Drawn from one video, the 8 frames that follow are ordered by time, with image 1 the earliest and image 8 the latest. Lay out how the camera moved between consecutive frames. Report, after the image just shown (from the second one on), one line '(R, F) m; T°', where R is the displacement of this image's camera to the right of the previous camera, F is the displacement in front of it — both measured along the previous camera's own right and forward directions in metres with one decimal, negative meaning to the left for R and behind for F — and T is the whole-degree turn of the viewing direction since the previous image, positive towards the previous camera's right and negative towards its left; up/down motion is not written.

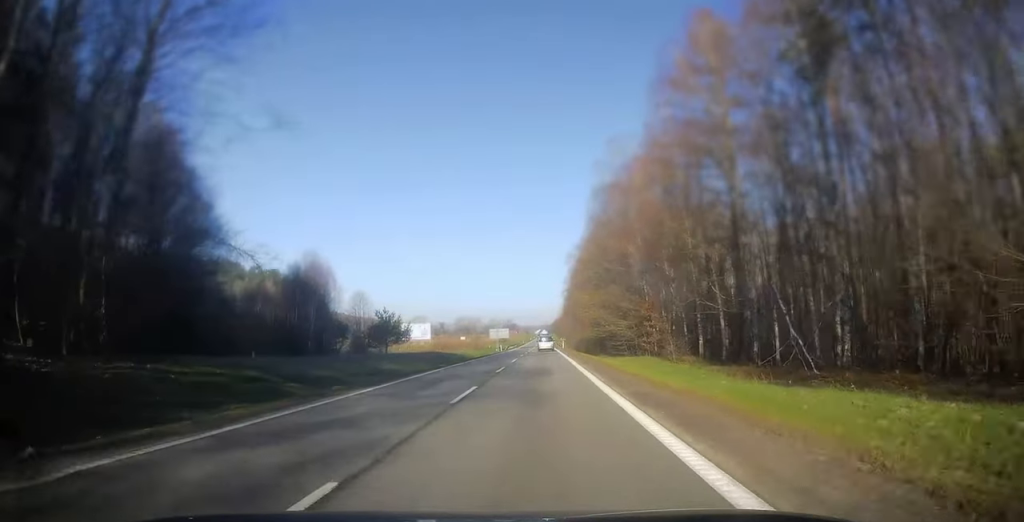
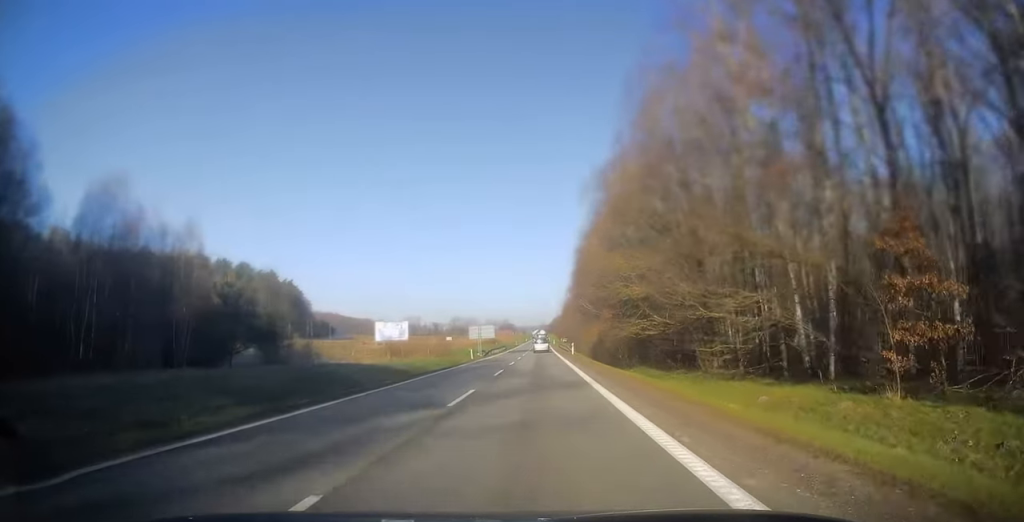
(-0.1, +36.6) m; 0°
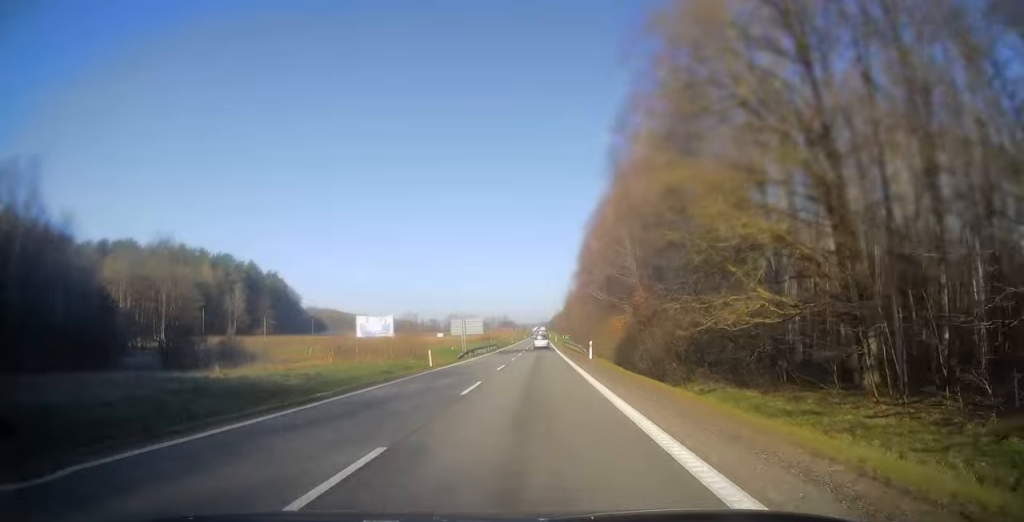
(+0.3, +21.3) m; +1°
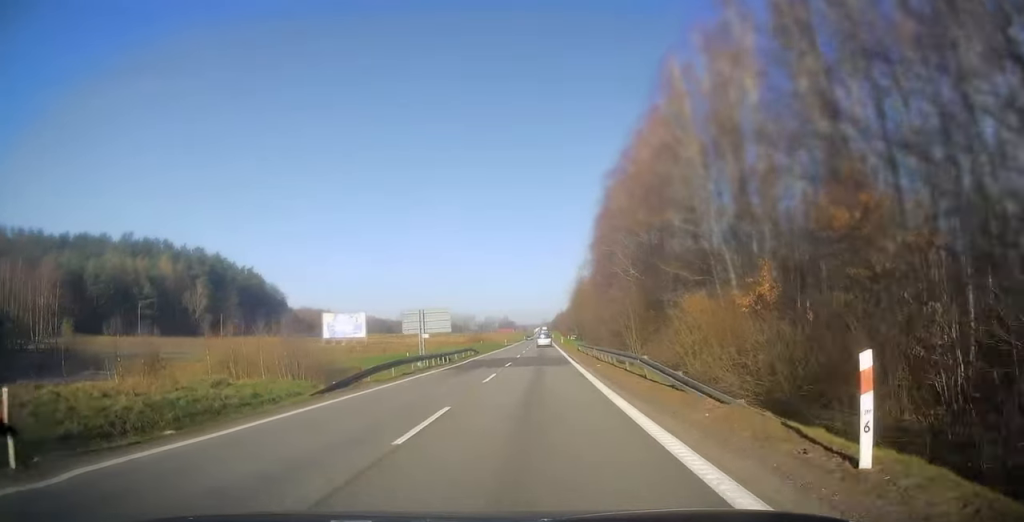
(-0.2, +30.8) m; -1°
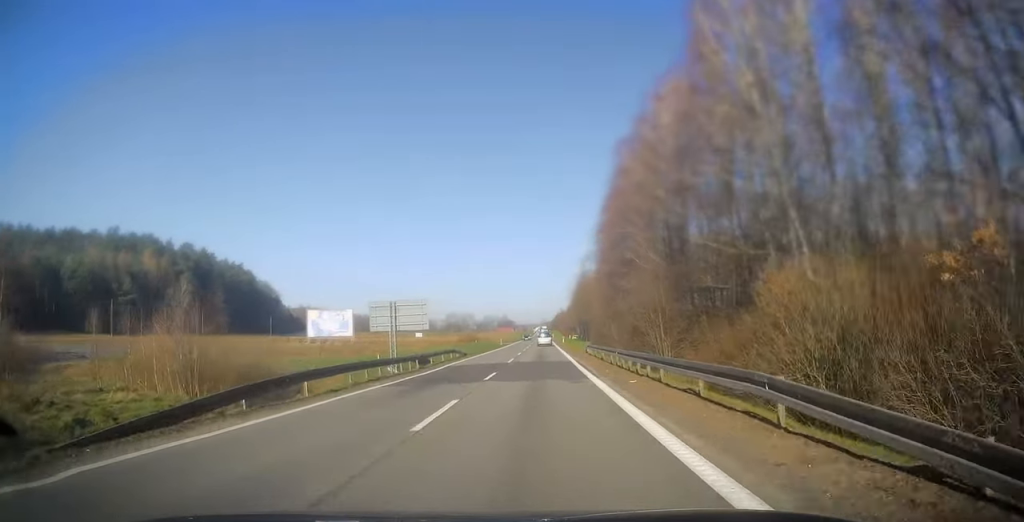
(-0.2, +10.5) m; 0°
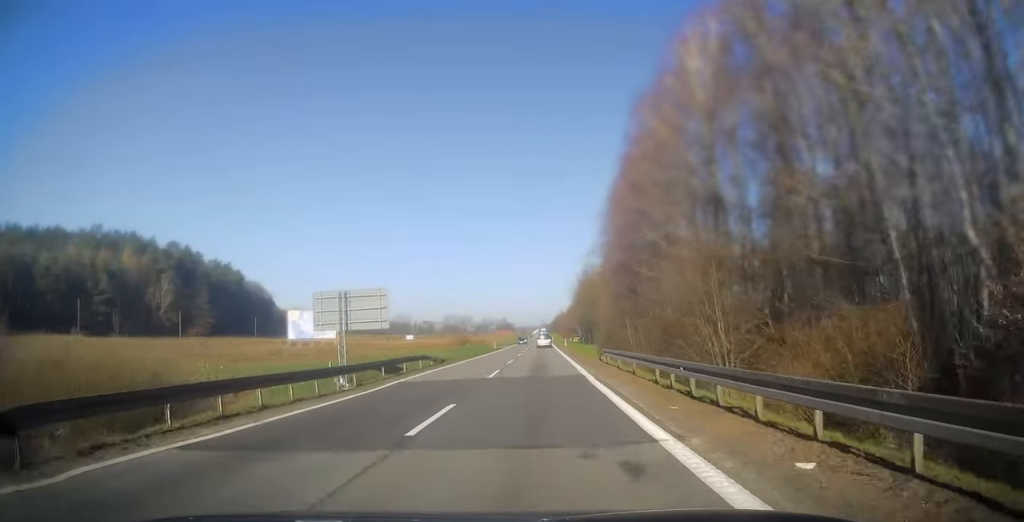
(0.0, +11.2) m; 0°
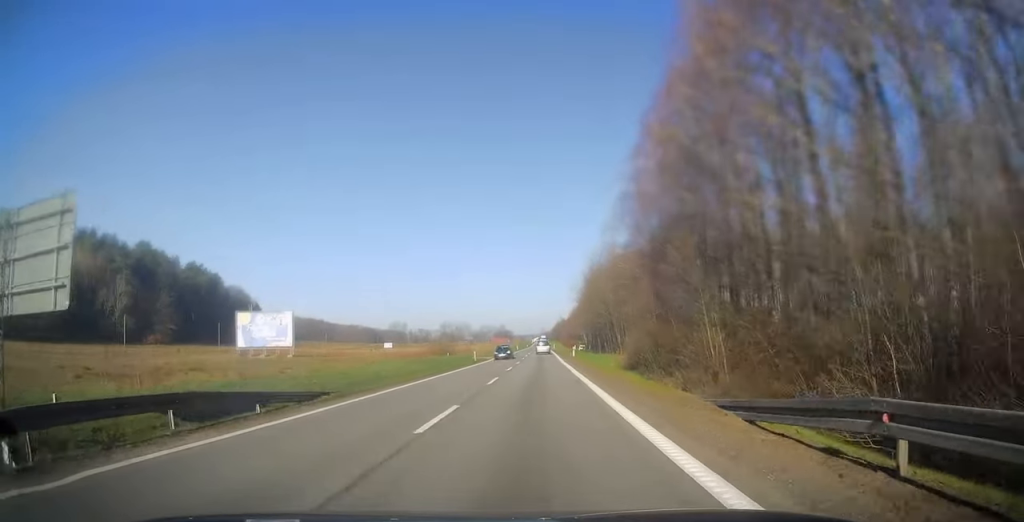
(+0.3, +23.8) m; +1°
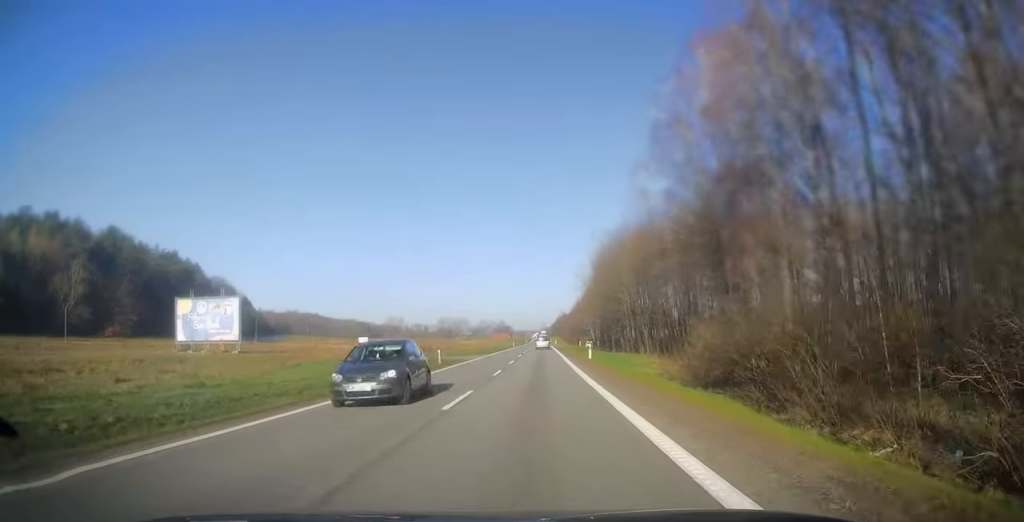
(0.0, +20.7) m; 0°
